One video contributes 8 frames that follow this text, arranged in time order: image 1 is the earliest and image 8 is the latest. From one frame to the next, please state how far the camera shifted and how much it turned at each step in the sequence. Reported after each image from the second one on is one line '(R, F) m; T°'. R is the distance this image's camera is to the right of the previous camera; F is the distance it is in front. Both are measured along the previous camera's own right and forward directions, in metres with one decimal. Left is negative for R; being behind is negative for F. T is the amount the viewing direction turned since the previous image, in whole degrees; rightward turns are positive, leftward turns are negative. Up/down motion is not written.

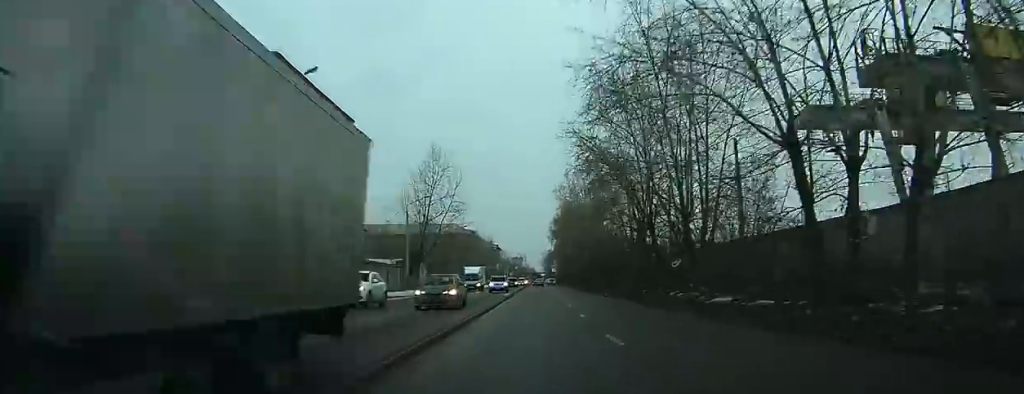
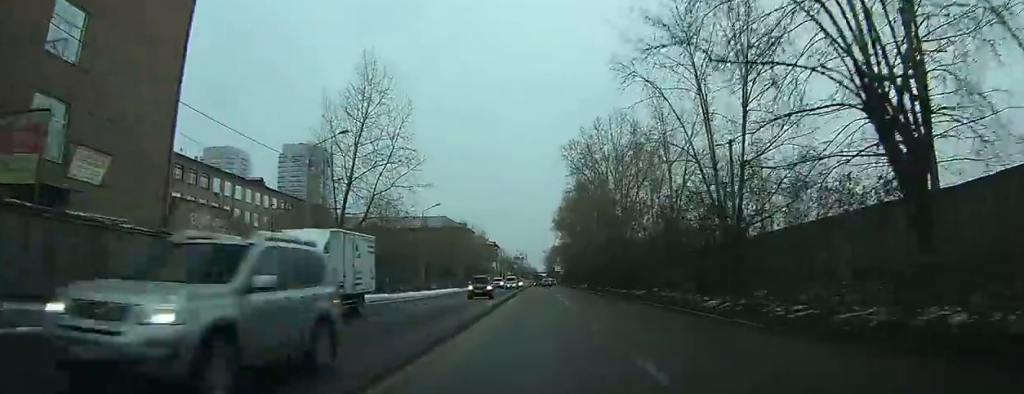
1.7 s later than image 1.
(0.0, +27.6) m; -1°
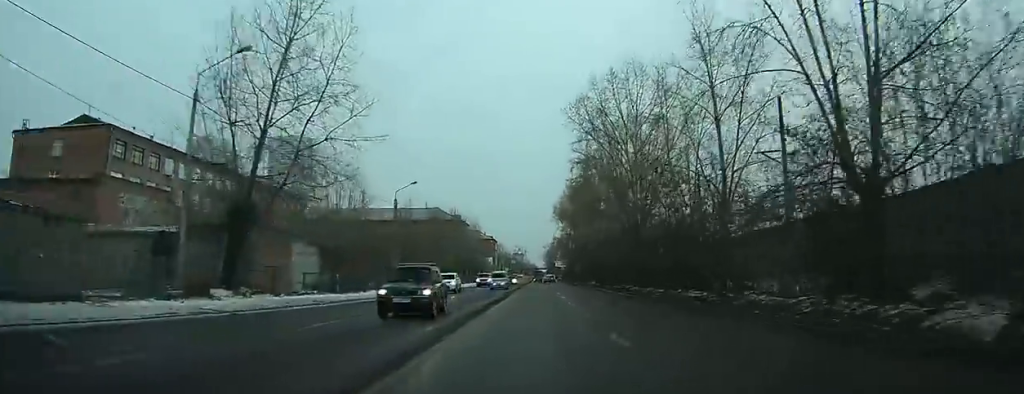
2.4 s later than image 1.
(-0.1, +12.8) m; -1°
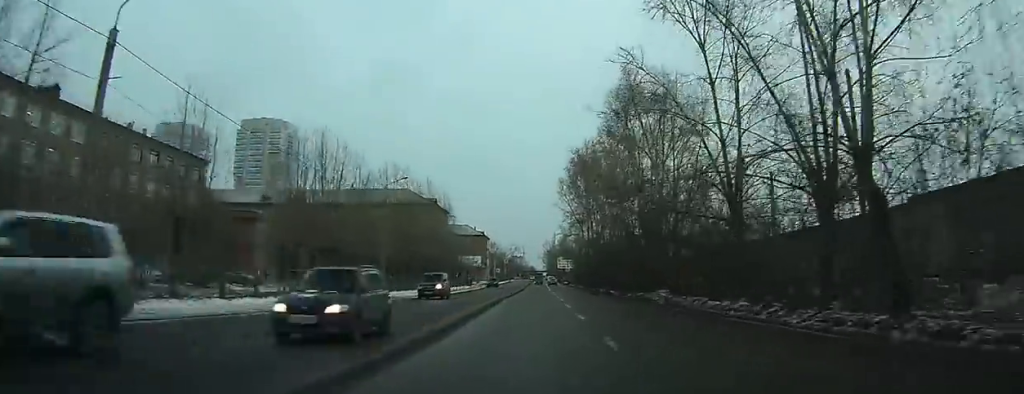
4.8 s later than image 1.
(+0.1, +39.2) m; +1°
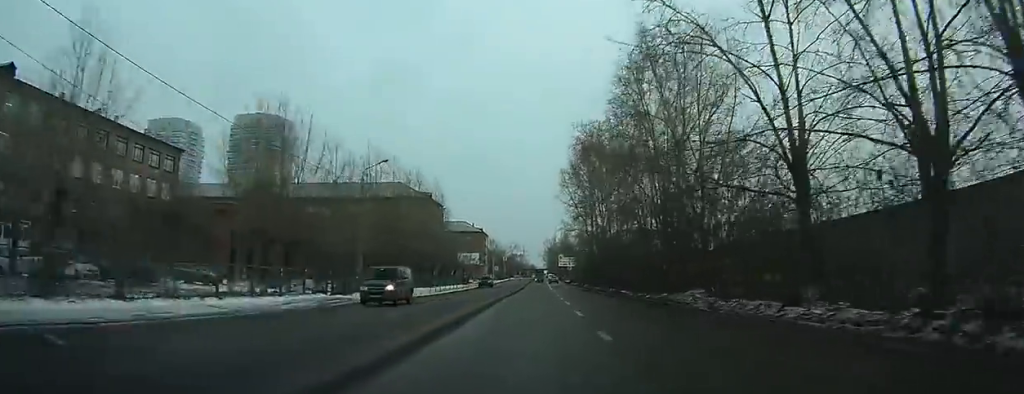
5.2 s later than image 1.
(0.0, +6.8) m; 0°
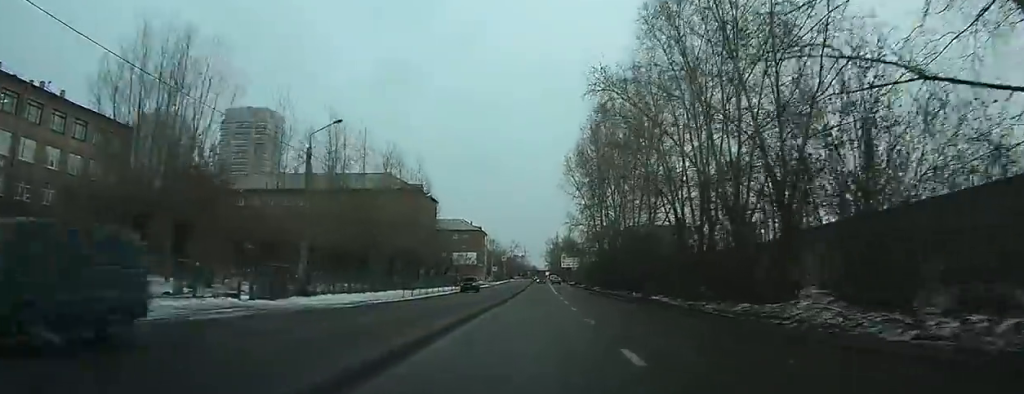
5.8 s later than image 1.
(0.0, +11.4) m; 0°
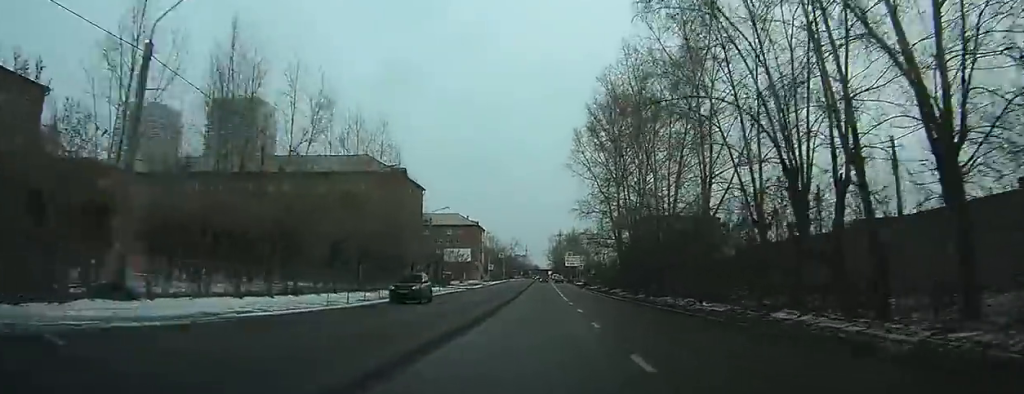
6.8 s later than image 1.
(0.0, +16.1) m; 0°
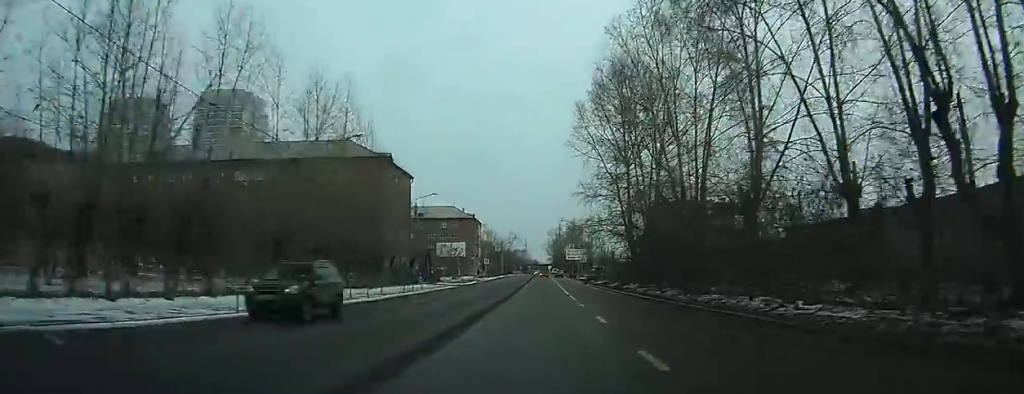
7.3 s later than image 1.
(0.0, +8.7) m; 0°
